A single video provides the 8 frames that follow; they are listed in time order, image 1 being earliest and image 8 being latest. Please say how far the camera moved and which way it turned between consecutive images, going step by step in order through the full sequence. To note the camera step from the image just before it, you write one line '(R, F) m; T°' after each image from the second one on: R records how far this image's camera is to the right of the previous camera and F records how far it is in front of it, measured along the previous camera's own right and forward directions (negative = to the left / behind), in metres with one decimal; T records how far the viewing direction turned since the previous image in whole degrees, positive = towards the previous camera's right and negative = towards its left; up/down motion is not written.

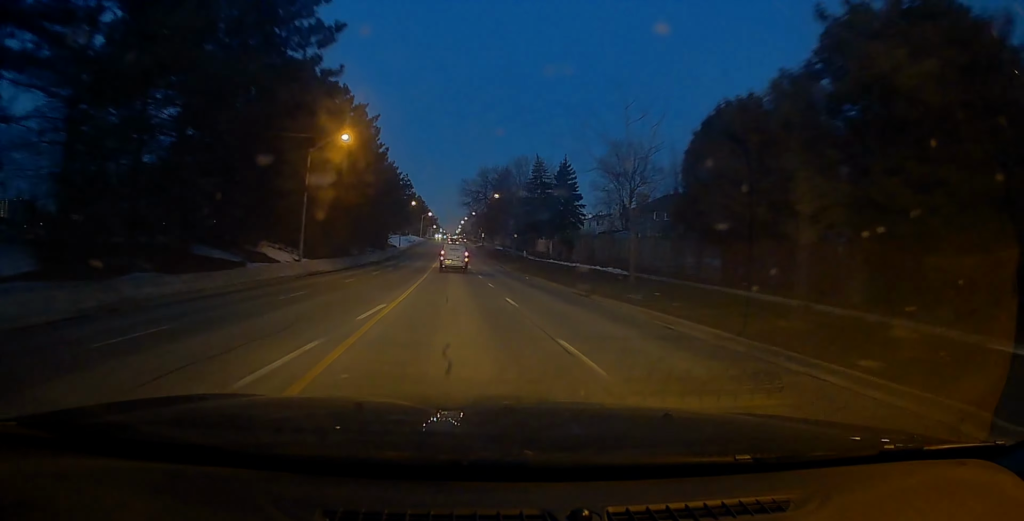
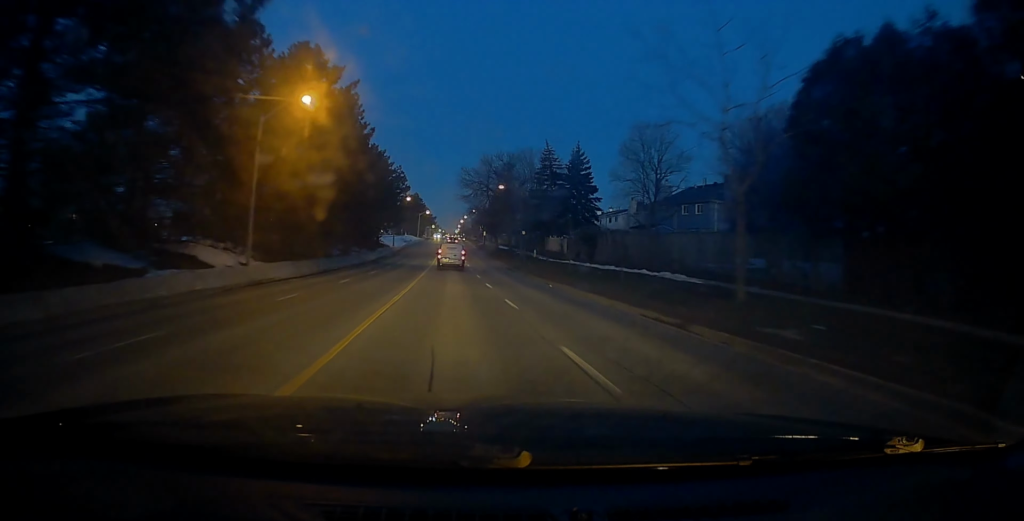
(+0.3, +9.2) m; 0°
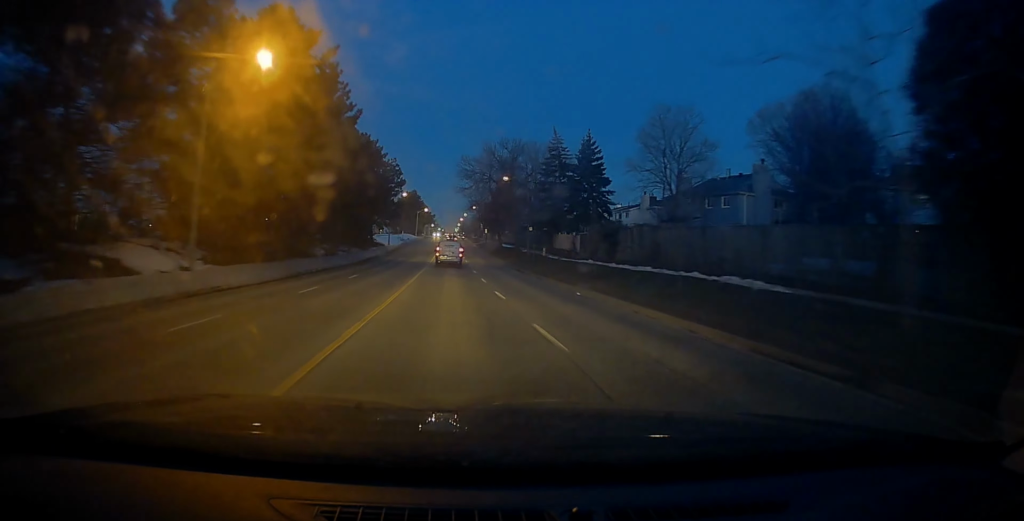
(+0.4, +6.1) m; 0°
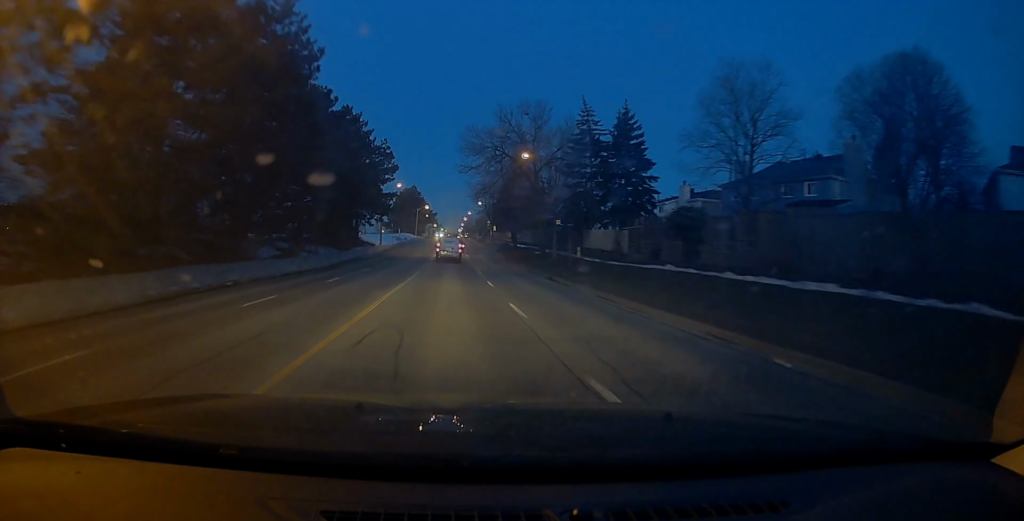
(-0.5, +13.3) m; -1°
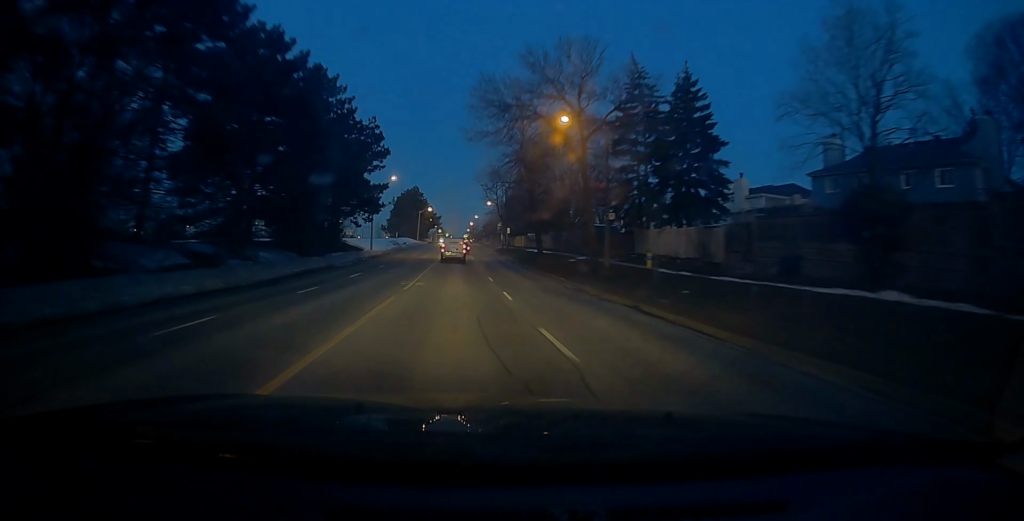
(0.0, +12.9) m; +1°
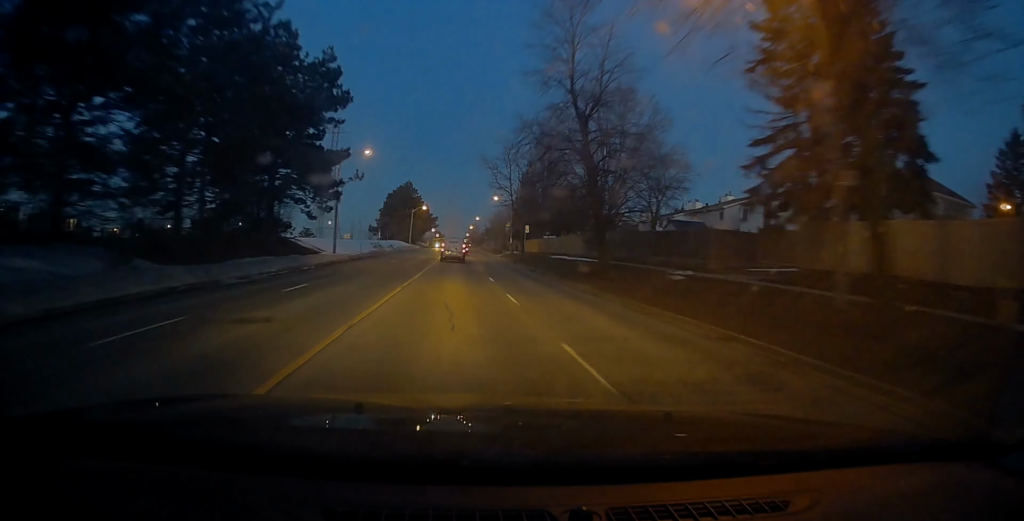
(+0.4, +18.3) m; +1°
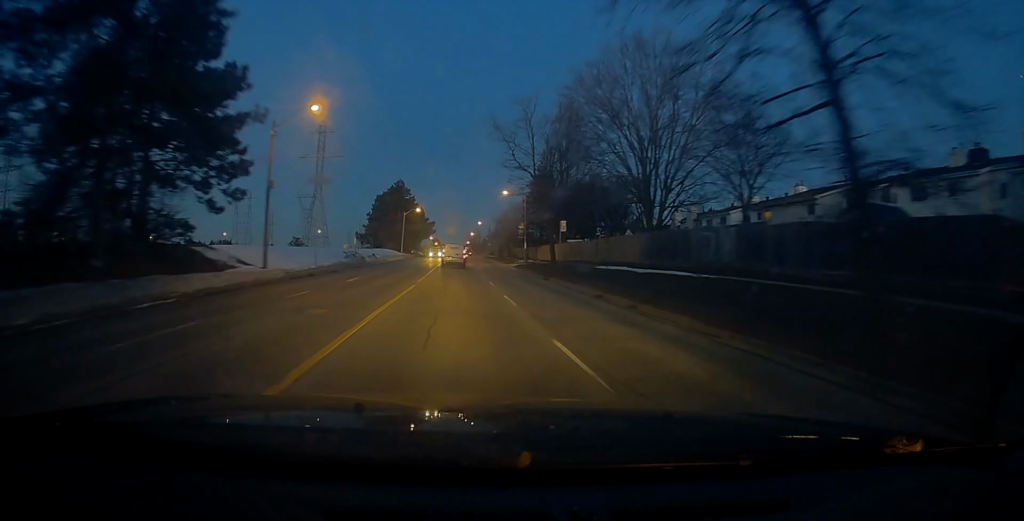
(-0.1, +16.5) m; -1°
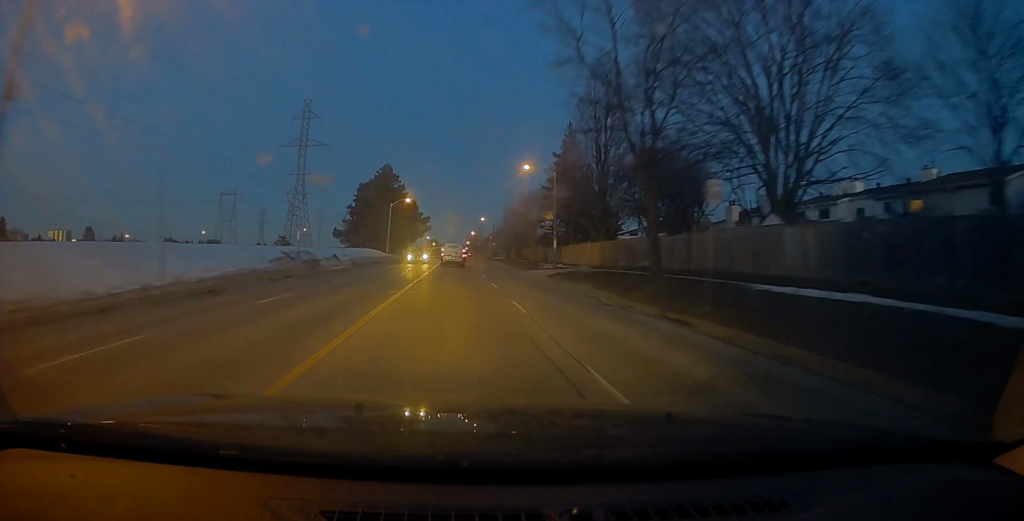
(-0.3, +19.3) m; -2°
